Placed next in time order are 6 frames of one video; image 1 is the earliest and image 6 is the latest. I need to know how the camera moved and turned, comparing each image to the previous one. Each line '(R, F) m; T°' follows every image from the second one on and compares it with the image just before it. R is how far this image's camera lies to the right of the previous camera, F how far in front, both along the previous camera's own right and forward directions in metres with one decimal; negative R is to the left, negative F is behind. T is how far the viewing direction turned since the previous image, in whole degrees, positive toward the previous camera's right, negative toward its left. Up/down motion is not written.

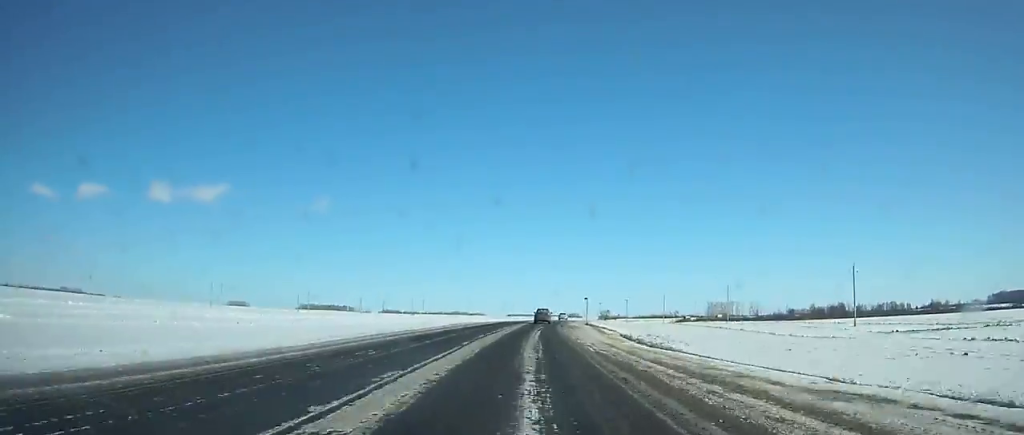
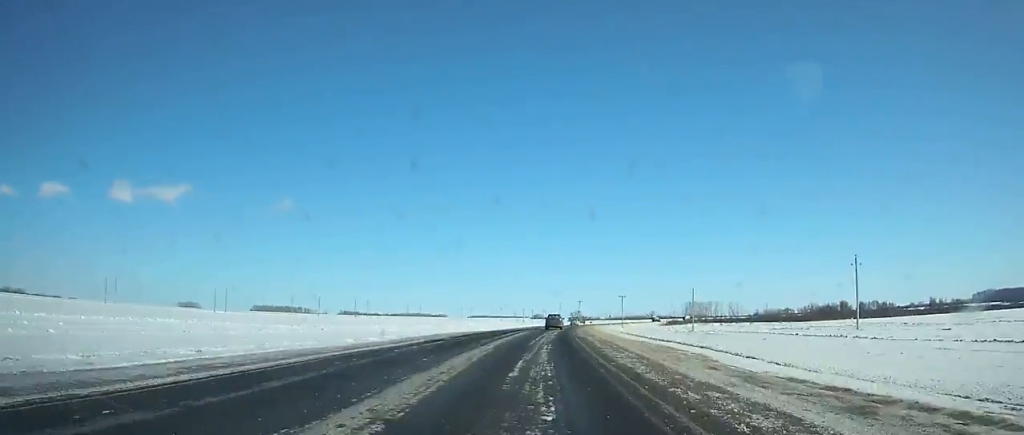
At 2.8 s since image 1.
(+1.9, +67.5) m; +4°
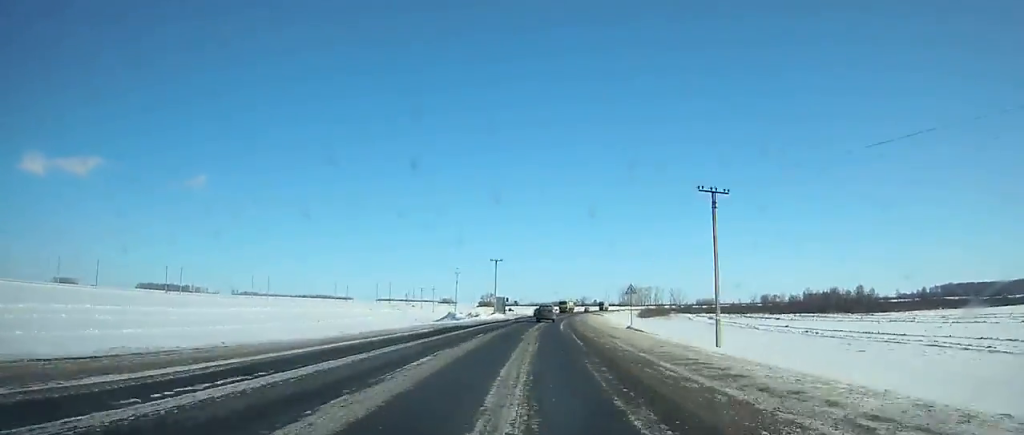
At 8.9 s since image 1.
(+10.8, +144.1) m; +8°
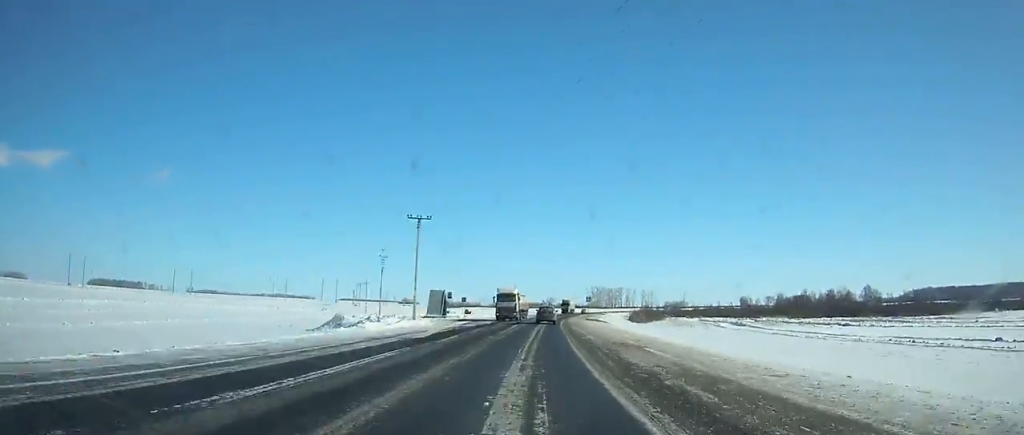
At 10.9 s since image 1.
(+0.5, +46.6) m; +3°
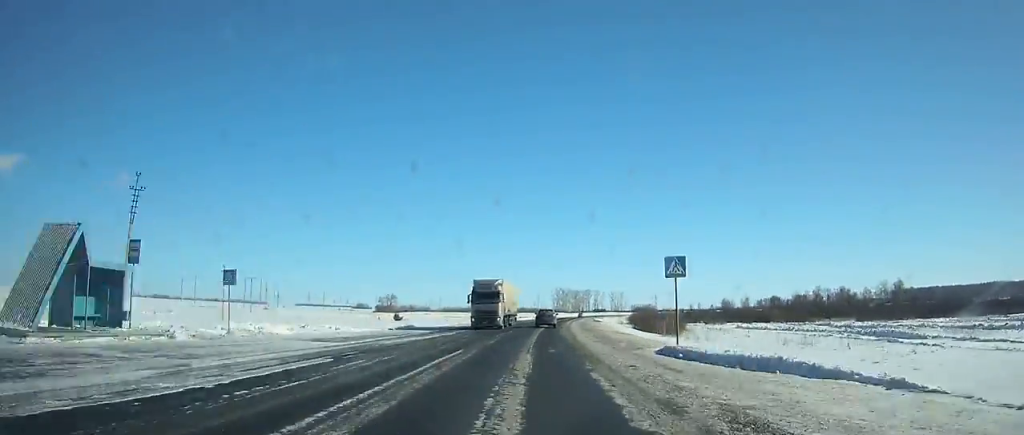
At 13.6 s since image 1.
(+2.3, +62.1) m; +4°
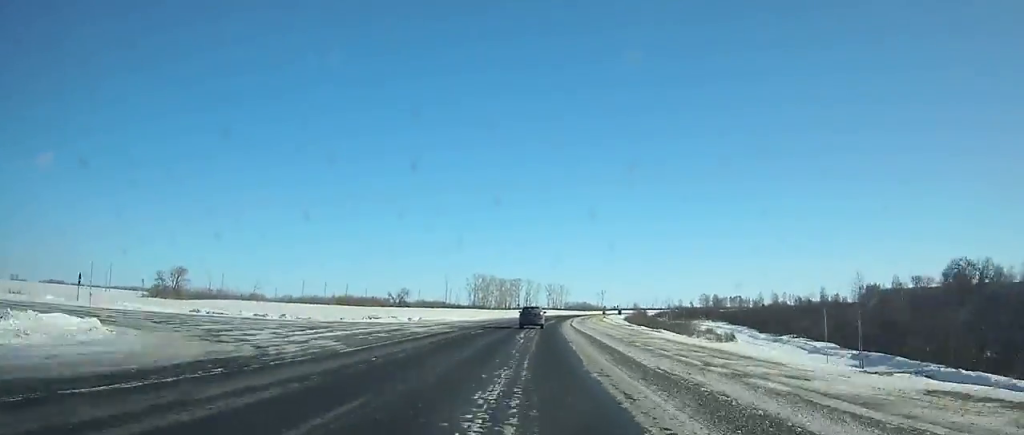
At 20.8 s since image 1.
(+12.3, +161.2) m; +8°
